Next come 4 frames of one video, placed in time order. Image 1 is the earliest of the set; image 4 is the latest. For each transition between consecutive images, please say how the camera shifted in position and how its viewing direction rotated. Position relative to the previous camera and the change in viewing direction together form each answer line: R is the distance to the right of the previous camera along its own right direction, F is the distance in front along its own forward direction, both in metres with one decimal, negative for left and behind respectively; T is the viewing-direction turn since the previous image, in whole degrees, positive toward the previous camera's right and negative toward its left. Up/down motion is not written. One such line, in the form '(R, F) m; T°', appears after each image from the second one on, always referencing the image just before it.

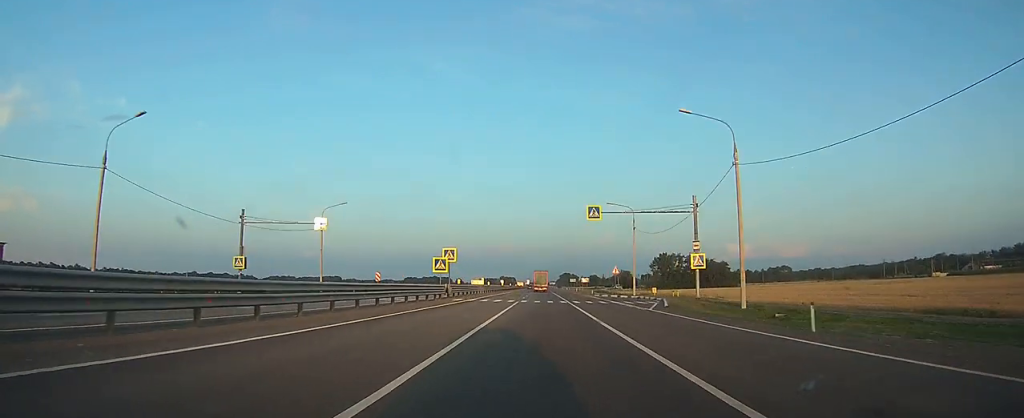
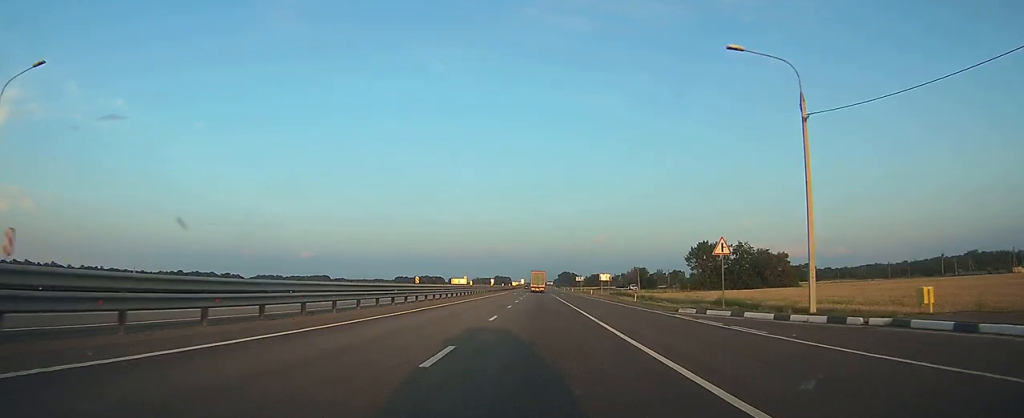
(-0.1, +48.0) m; 0°
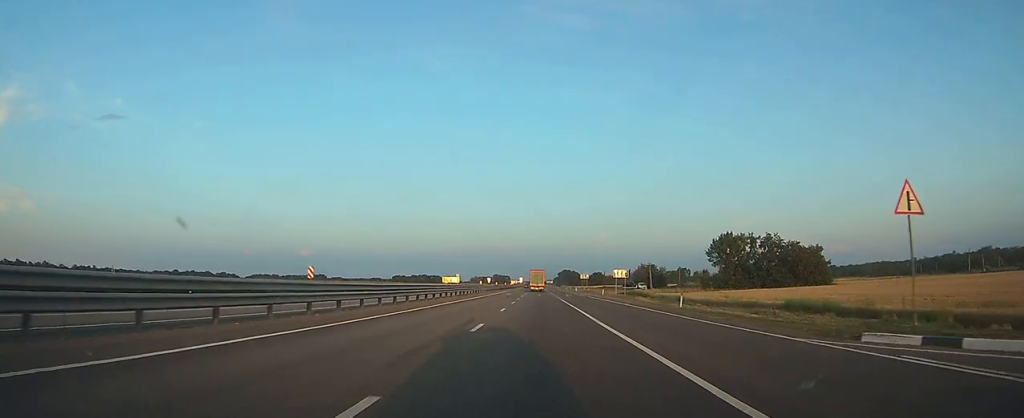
(0.0, +17.4) m; 0°
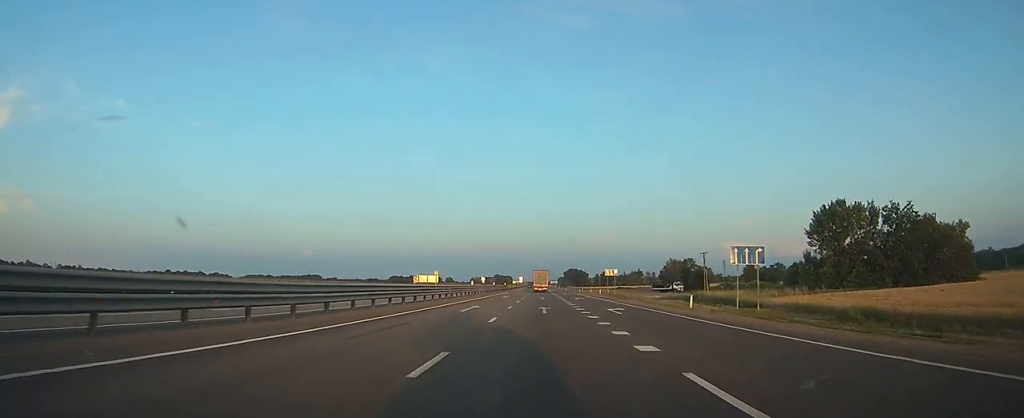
(+0.1, +43.3) m; 0°
